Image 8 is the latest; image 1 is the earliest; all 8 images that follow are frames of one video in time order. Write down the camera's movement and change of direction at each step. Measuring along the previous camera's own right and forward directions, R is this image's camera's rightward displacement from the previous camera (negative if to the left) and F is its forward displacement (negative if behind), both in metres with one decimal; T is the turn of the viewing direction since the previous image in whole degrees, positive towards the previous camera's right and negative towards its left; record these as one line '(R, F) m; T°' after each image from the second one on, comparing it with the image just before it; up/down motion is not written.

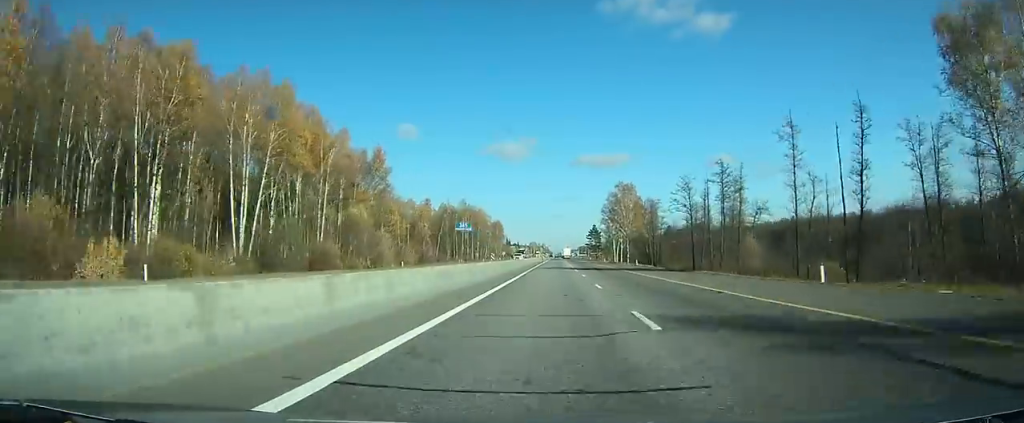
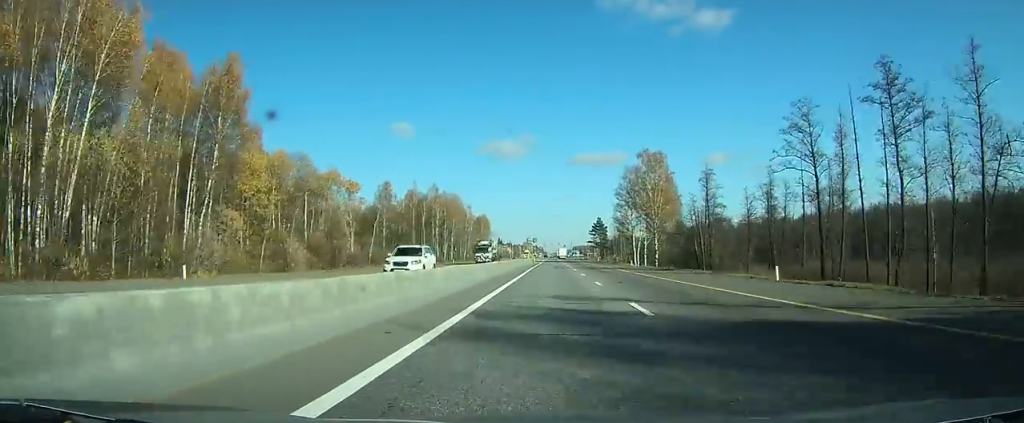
(+0.2, +44.2) m; 0°
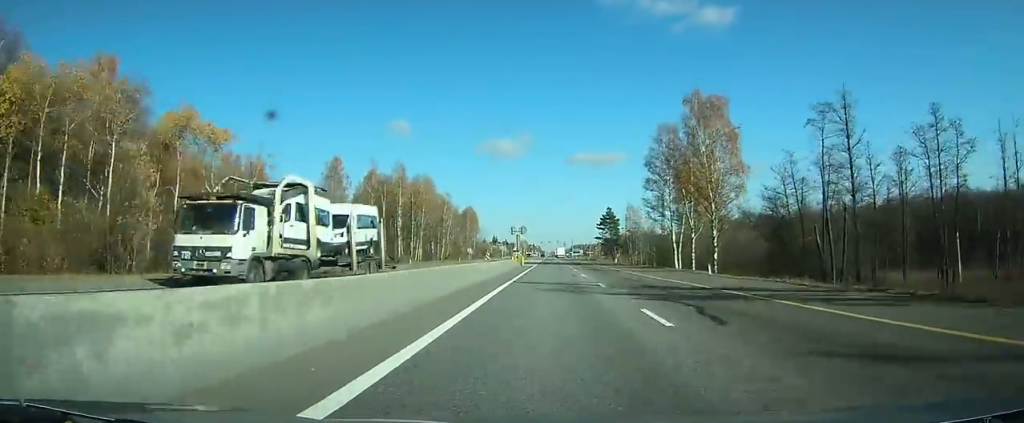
(0.0, +36.0) m; 0°
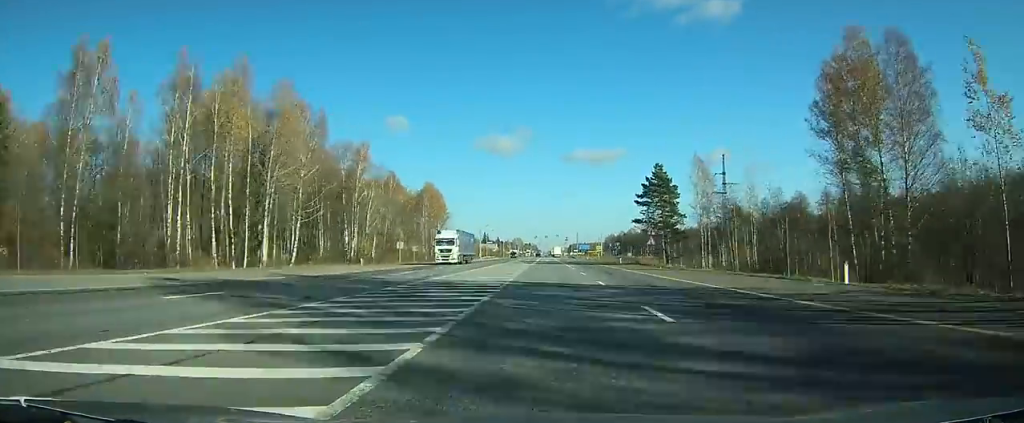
(-0.3, +72.5) m; 0°
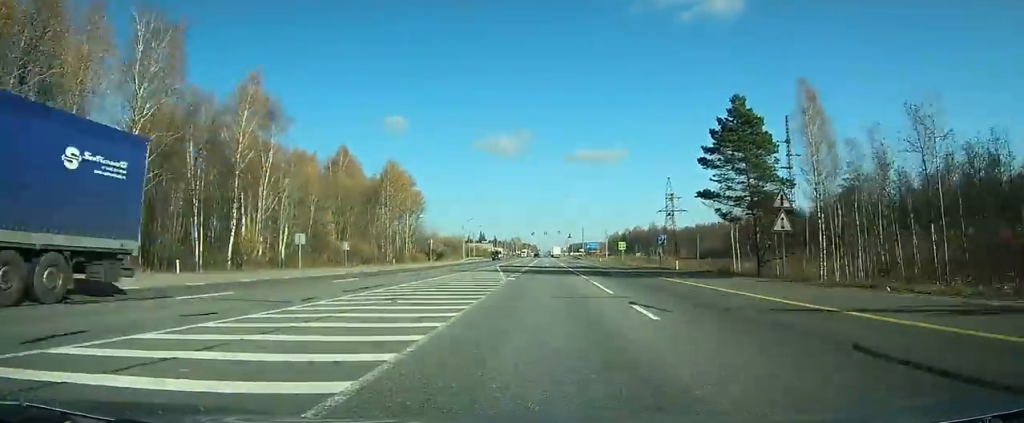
(-0.1, +36.6) m; 0°
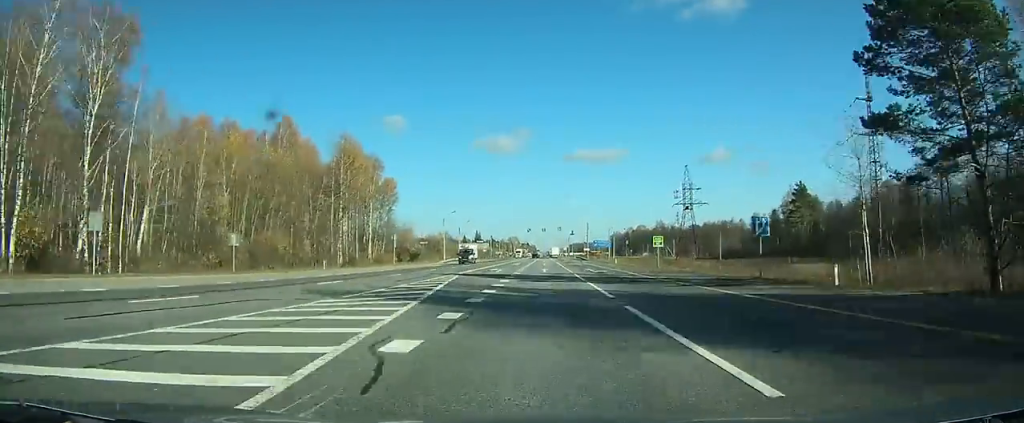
(0.0, +26.0) m; 0°
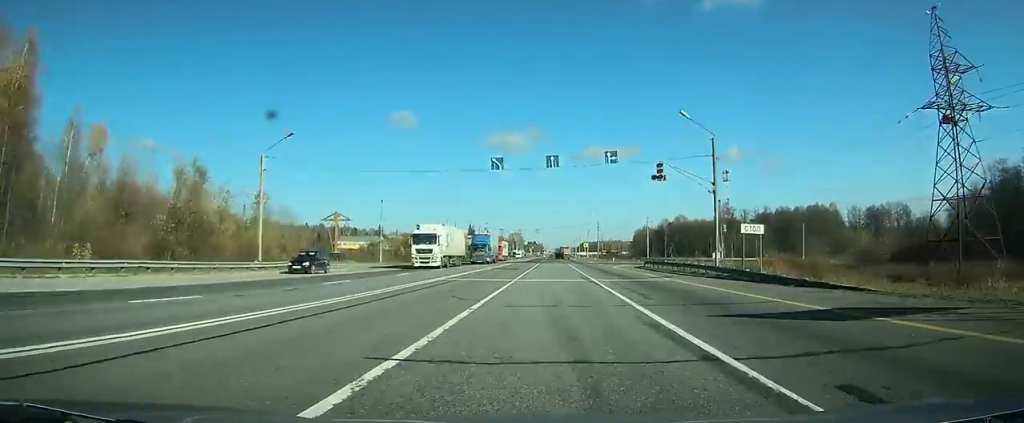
(+0.2, +106.2) m; 0°
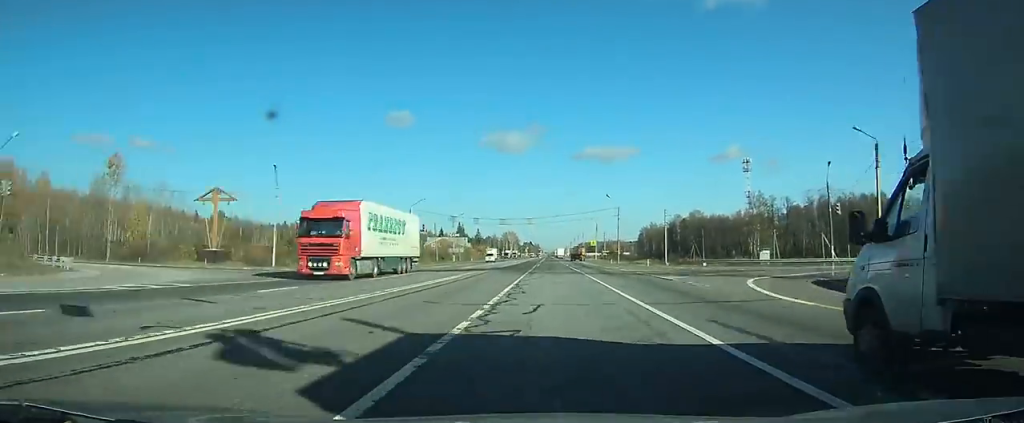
(+0.1, +43.5) m; 0°
